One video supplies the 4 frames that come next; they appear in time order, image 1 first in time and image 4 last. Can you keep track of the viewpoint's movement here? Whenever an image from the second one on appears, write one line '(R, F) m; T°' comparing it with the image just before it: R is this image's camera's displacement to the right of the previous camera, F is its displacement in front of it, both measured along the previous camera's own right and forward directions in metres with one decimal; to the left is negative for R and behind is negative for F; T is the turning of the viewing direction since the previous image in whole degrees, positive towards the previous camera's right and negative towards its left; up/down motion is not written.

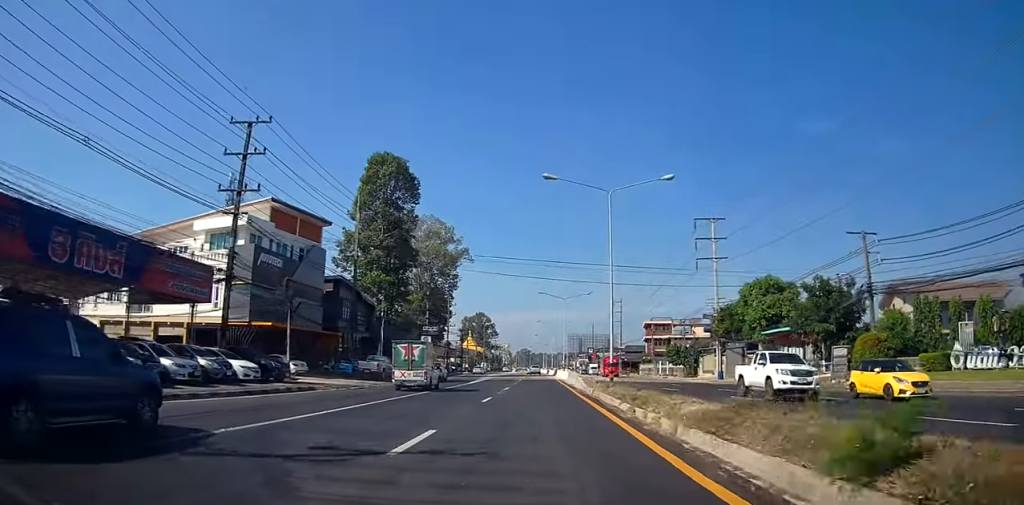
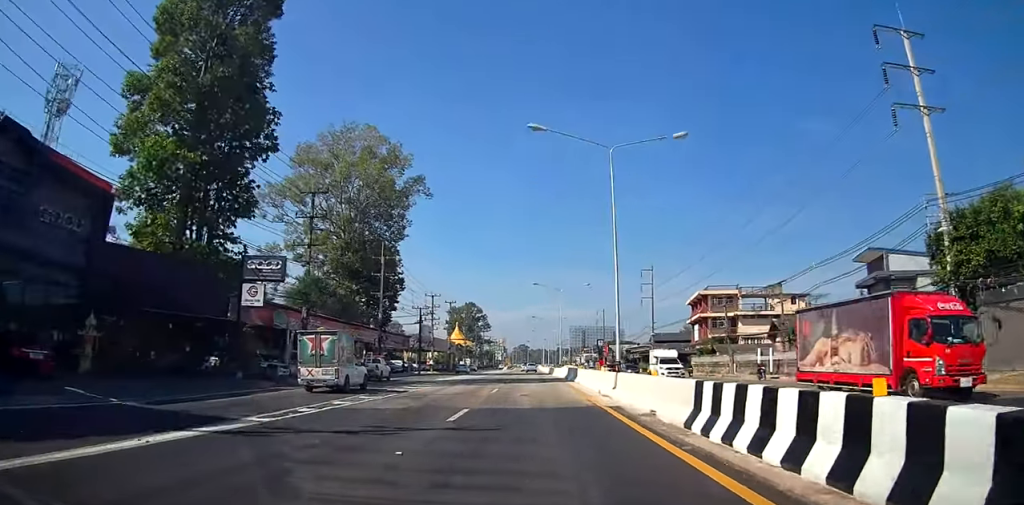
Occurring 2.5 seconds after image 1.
(+0.1, +44.2) m; 0°
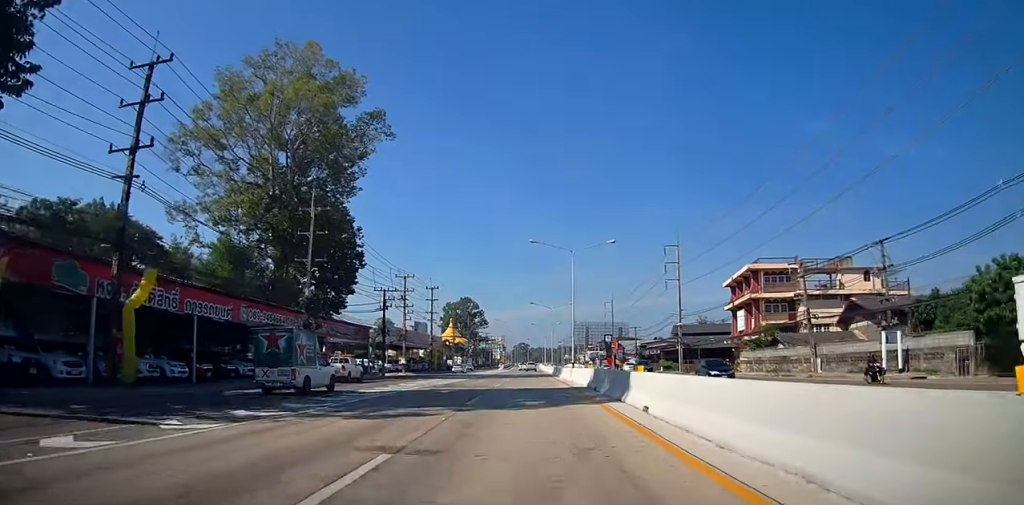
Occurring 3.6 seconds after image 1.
(-0.1, +20.0) m; -1°
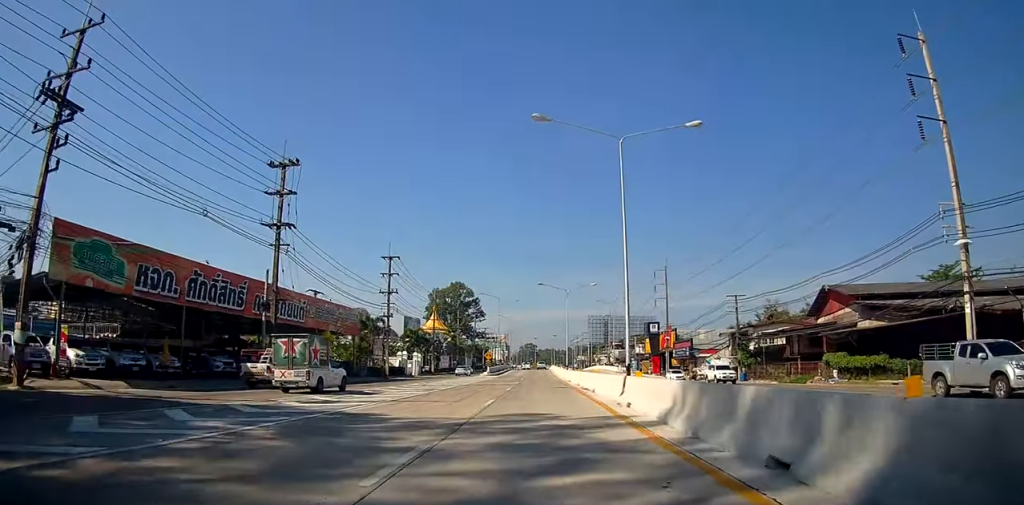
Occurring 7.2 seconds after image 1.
(-1.0, +62.2) m; -1°
